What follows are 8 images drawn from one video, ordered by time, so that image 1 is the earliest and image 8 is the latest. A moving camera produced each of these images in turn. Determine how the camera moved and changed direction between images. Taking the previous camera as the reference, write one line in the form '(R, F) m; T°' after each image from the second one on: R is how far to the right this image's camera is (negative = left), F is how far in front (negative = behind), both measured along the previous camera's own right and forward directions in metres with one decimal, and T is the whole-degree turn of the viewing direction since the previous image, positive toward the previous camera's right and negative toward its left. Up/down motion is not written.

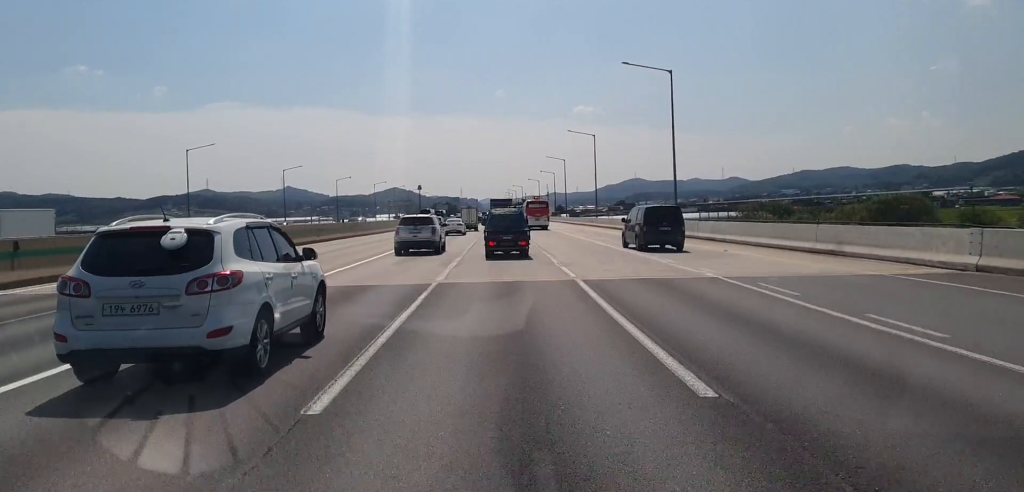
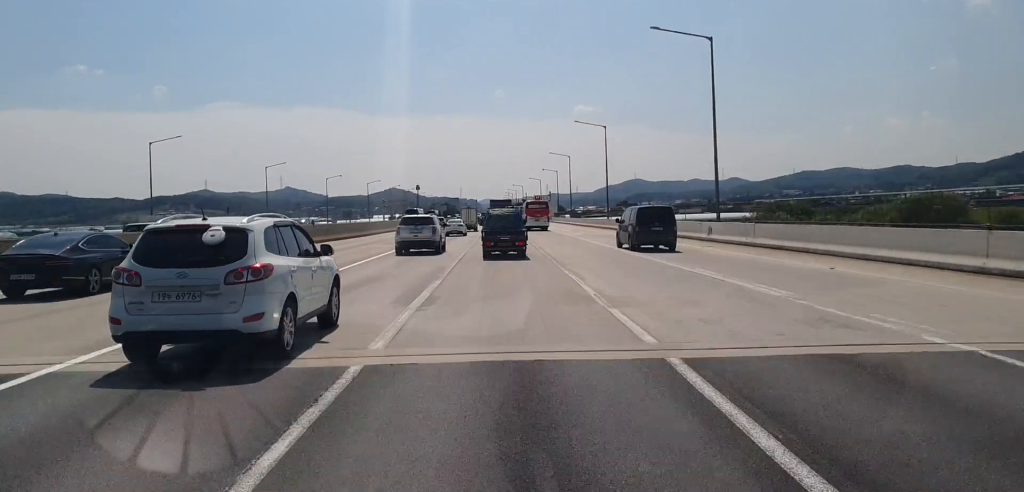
(+0.1, +10.5) m; 0°
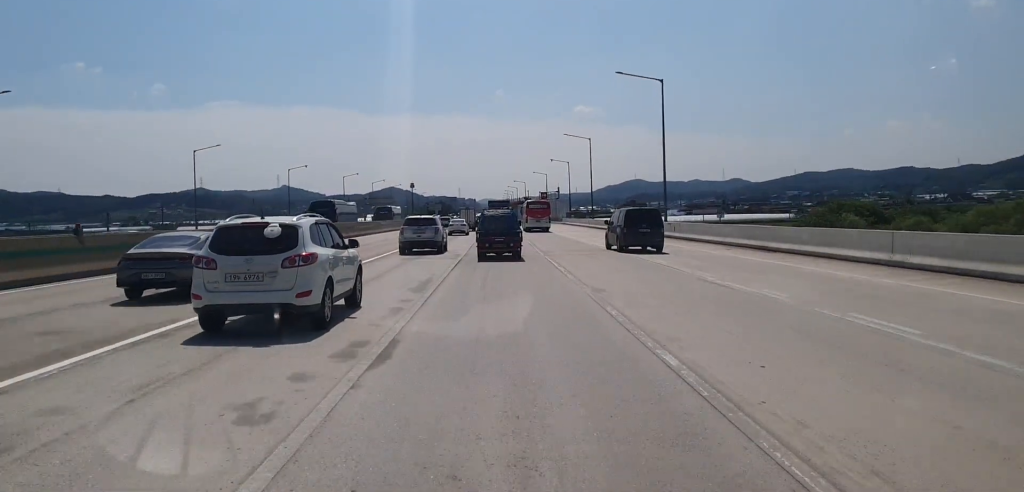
(+0.1, +31.1) m; 0°
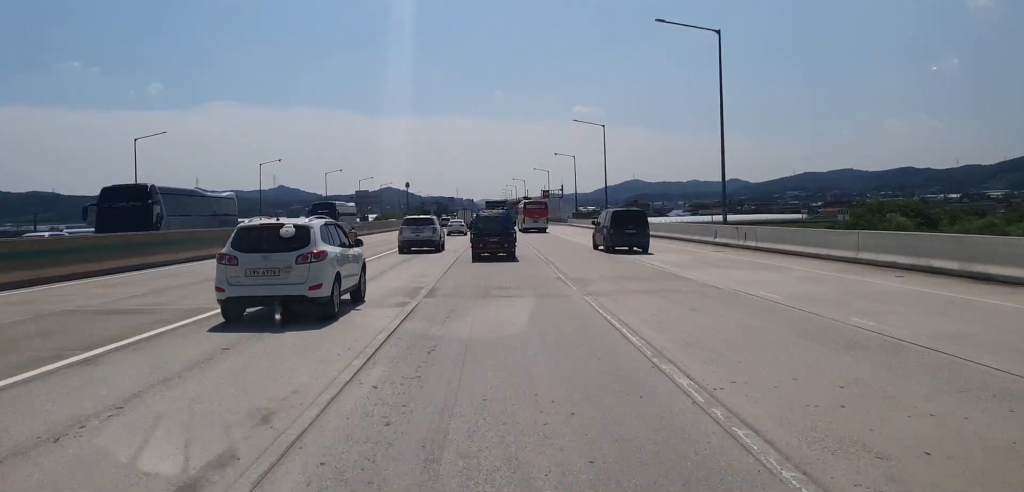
(0.0, +16.0) m; -1°
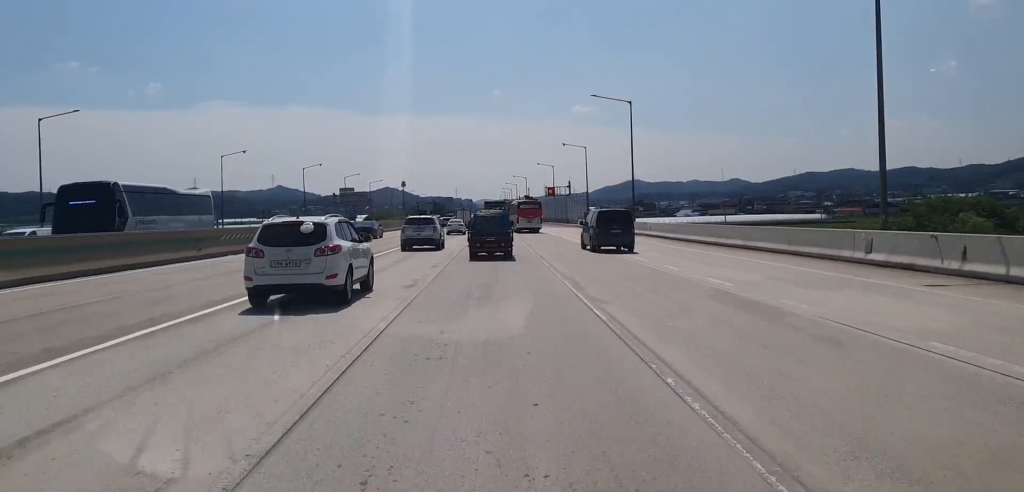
(-0.1, +18.1) m; 0°
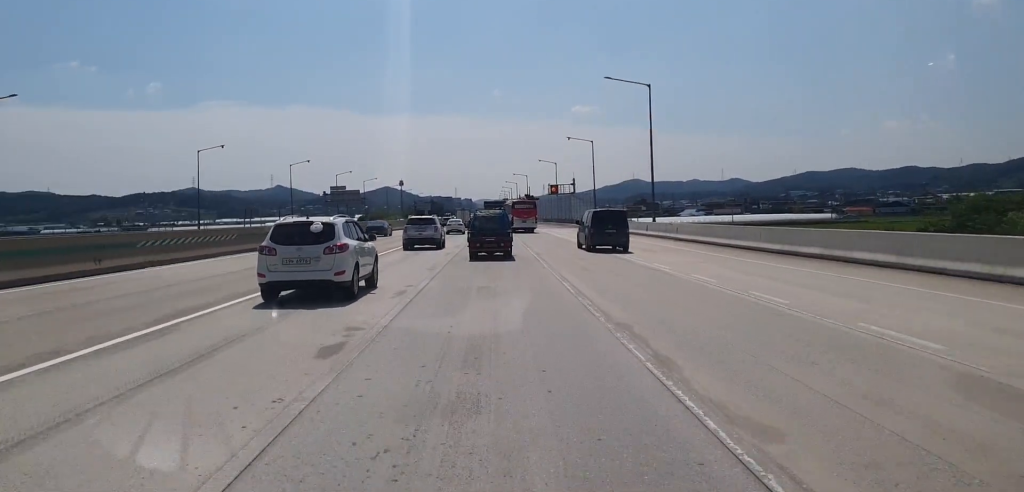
(0.0, +8.9) m; 0°
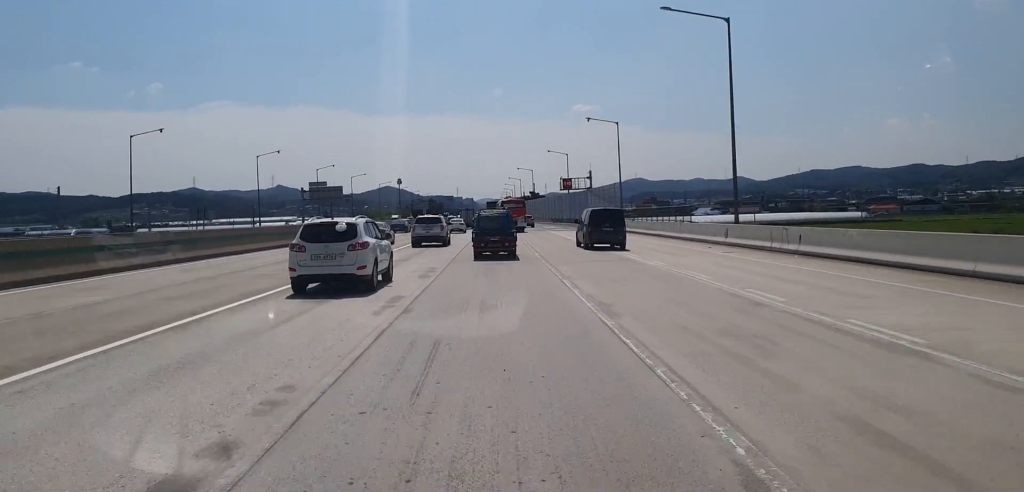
(0.0, +20.3) m; 0°
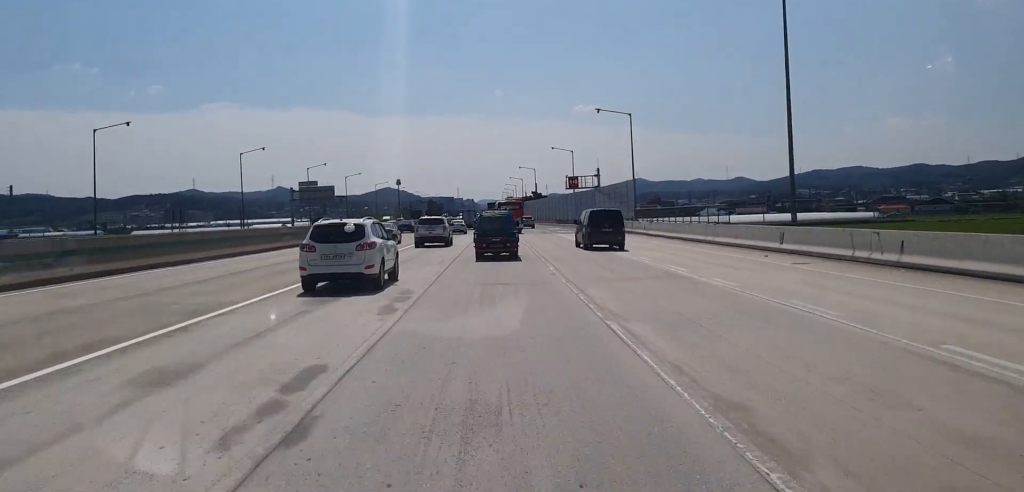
(0.0, +7.8) m; 0°
